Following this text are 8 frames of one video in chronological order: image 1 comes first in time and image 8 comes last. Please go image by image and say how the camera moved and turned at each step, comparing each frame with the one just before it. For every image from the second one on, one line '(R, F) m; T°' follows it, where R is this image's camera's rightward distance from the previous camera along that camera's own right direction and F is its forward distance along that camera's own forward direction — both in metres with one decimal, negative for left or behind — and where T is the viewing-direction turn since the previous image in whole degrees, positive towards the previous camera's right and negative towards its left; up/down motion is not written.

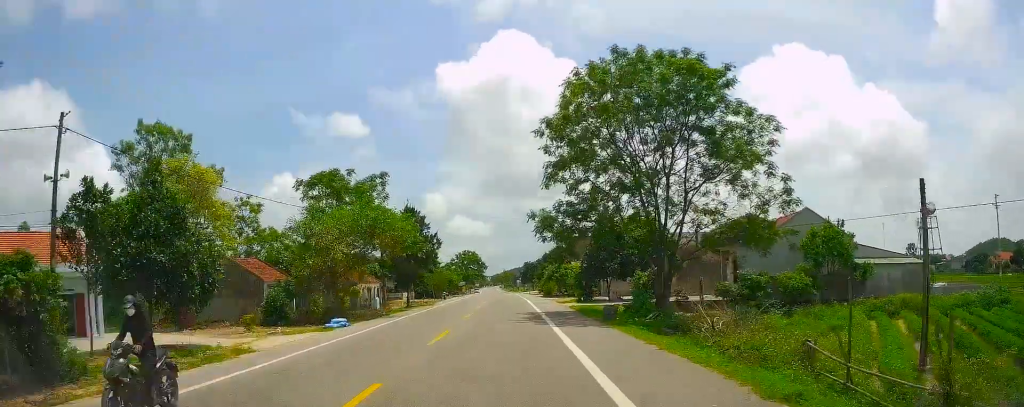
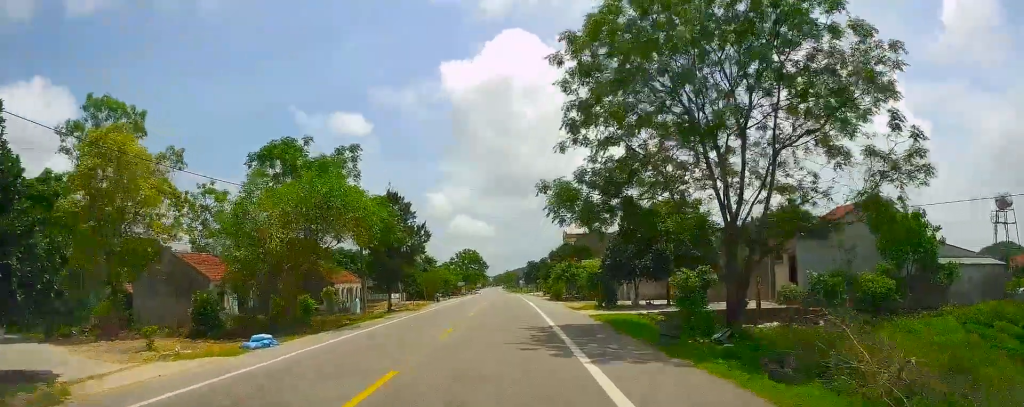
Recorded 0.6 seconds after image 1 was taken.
(-0.4, +8.6) m; -2°
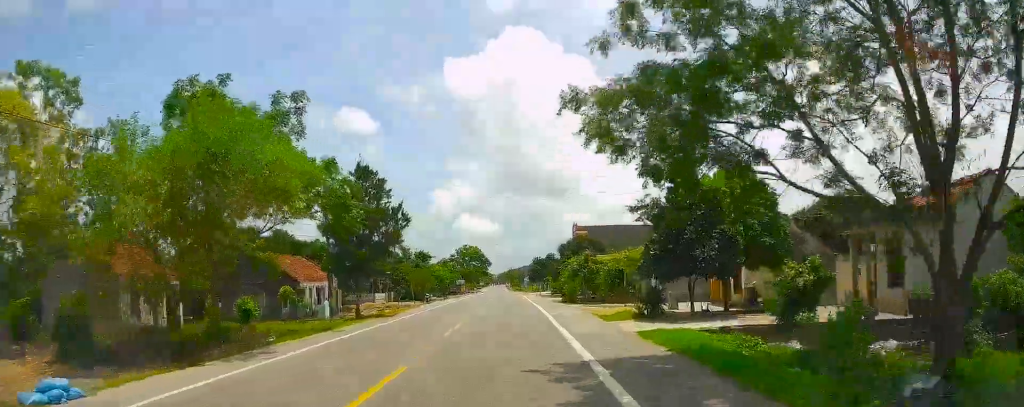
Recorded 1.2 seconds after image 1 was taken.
(-0.2, +9.6) m; -1°
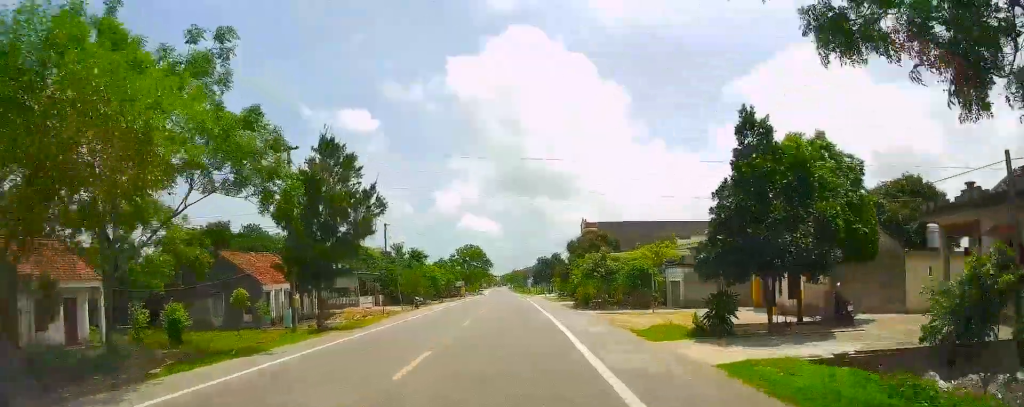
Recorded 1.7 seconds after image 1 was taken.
(-0.1, +7.0) m; +1°
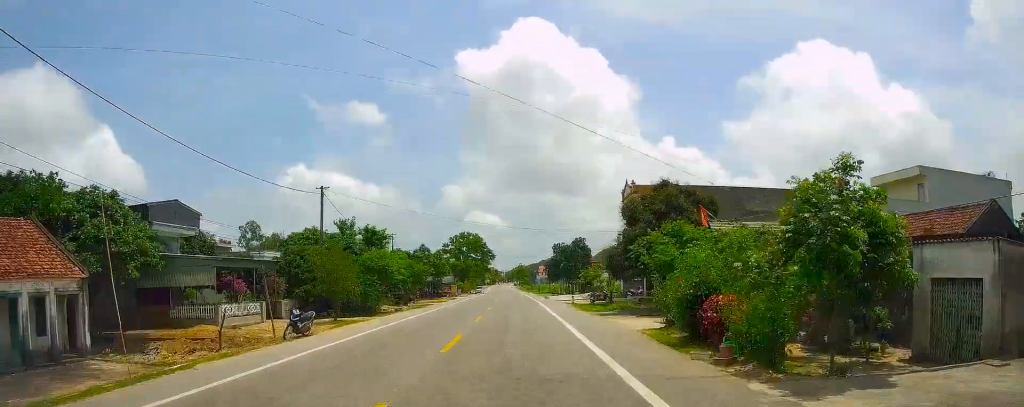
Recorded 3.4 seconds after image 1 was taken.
(+0.4, +26.3) m; 0°
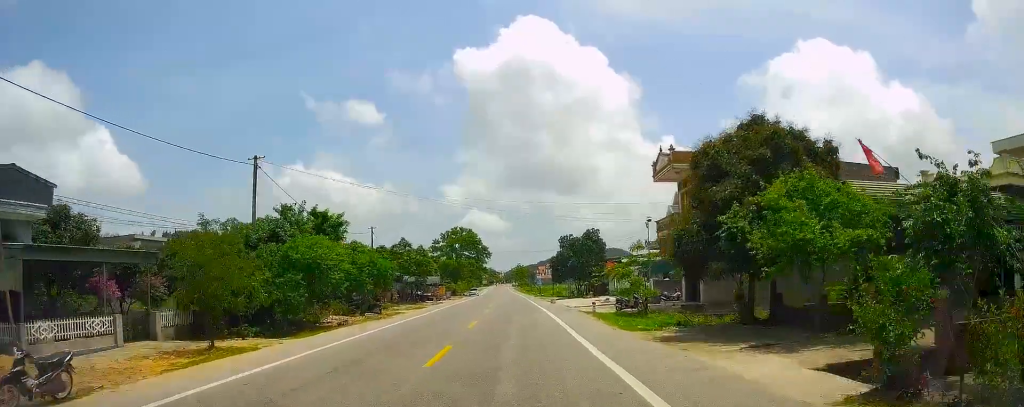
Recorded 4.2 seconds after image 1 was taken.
(-0.2, +13.4) m; -1°
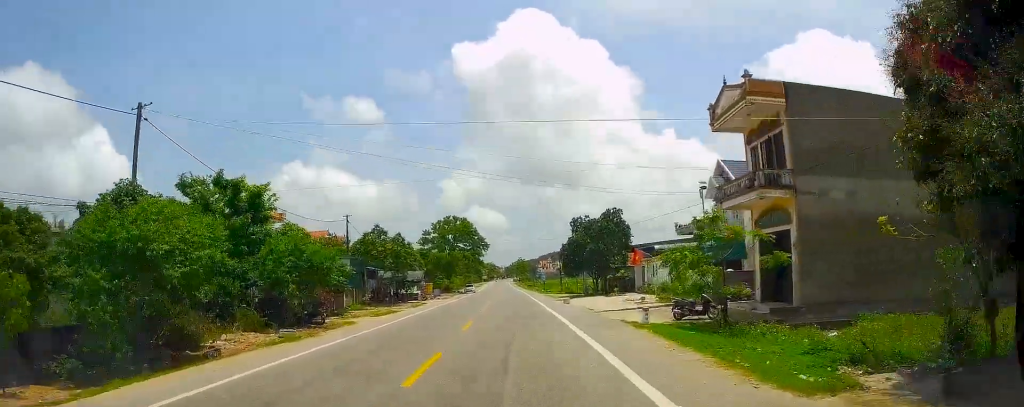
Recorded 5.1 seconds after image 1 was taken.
(0.0, +13.8) m; 0°
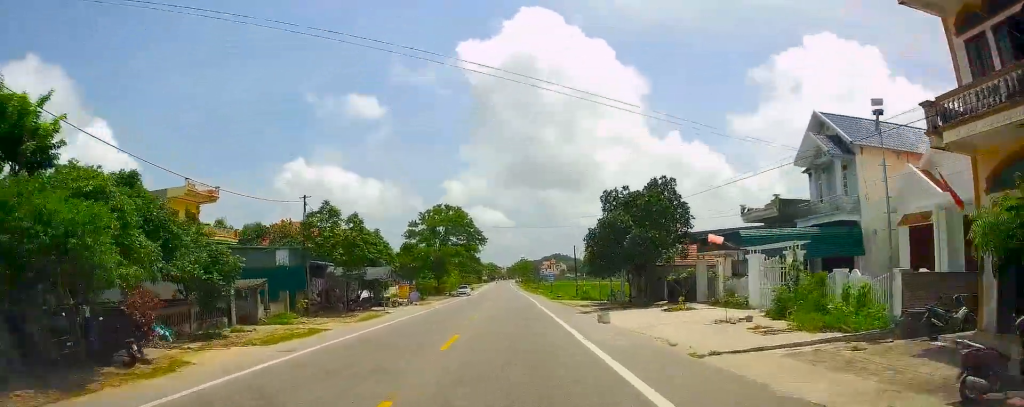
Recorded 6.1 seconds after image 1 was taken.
(0.0, +15.7) m; 0°
